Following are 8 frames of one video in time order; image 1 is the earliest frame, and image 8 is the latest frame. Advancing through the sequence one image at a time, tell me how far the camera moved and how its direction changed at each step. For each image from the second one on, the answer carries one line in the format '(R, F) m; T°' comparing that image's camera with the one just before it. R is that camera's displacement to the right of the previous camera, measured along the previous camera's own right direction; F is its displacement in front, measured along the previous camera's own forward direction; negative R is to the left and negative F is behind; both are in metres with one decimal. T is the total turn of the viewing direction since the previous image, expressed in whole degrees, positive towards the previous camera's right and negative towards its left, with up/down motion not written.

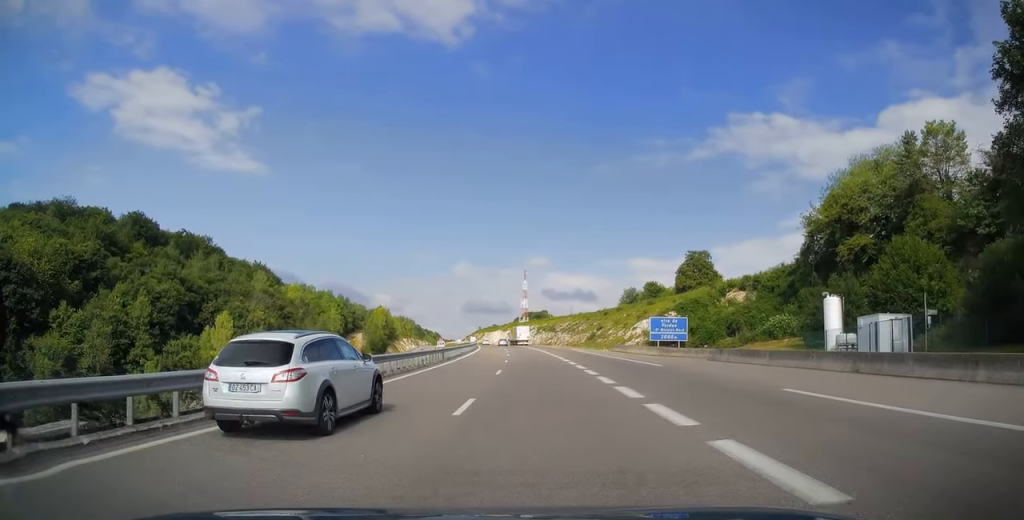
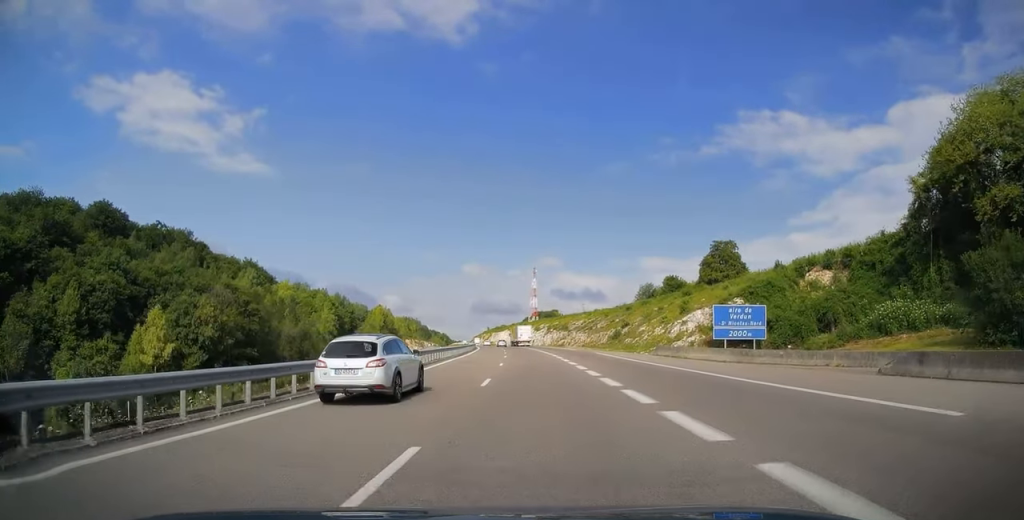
(-0.2, +19.8) m; -1°
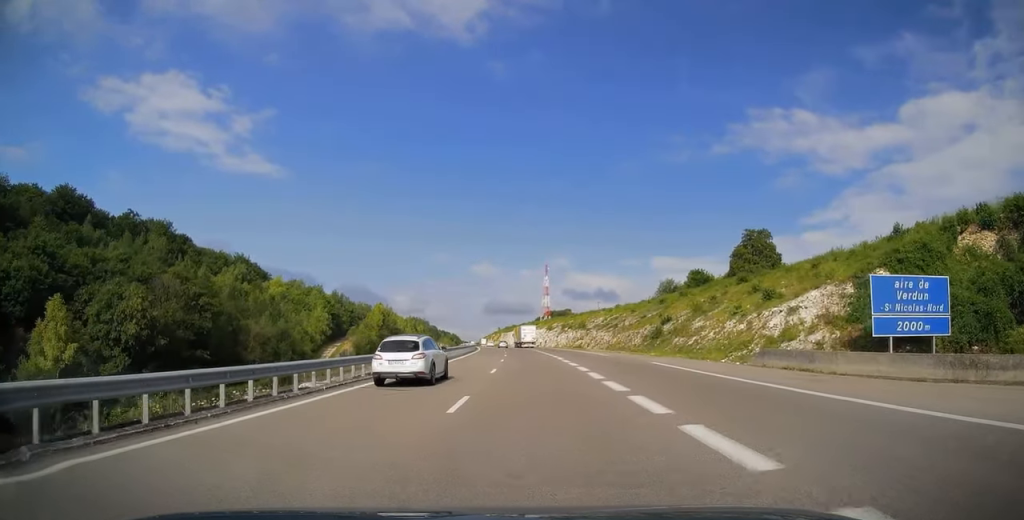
(-0.2, +19.8) m; -1°
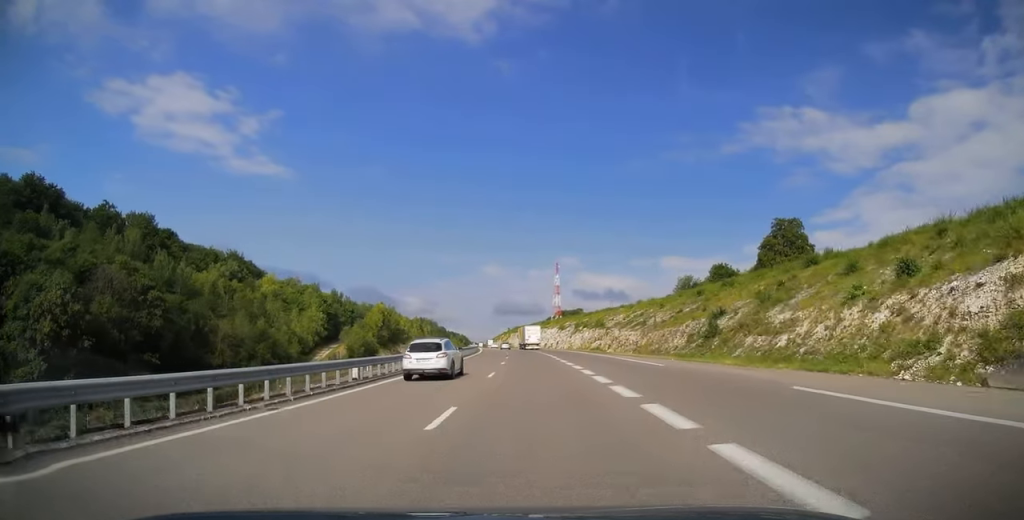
(-0.2, +15.3) m; 0°
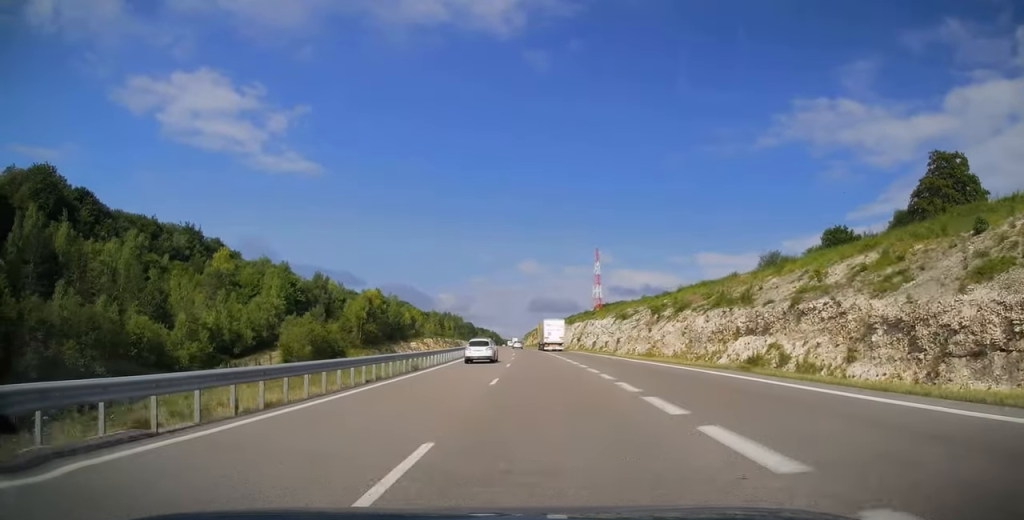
(-1.0, +57.6) m; -3°
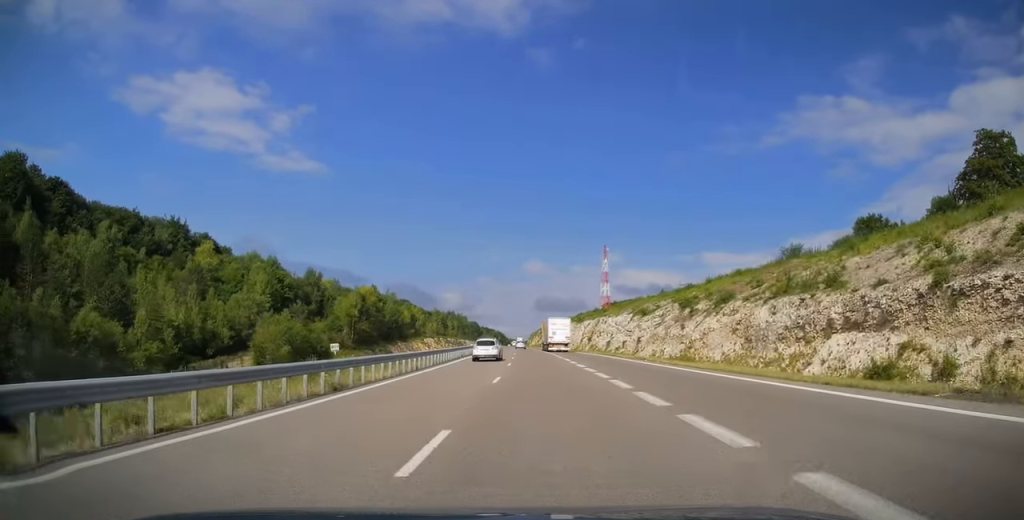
(0.0, +12.3) m; -1°
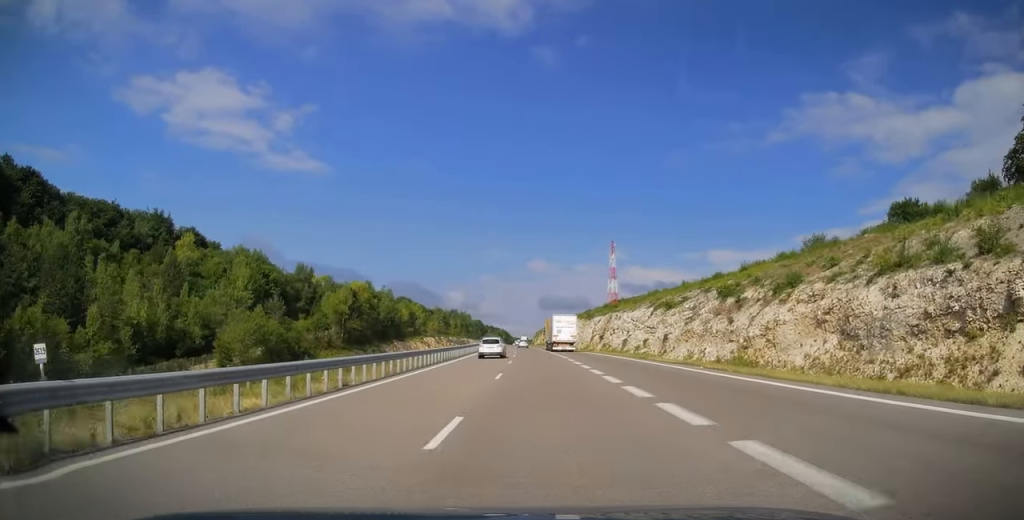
(-0.1, +11.9) m; 0°
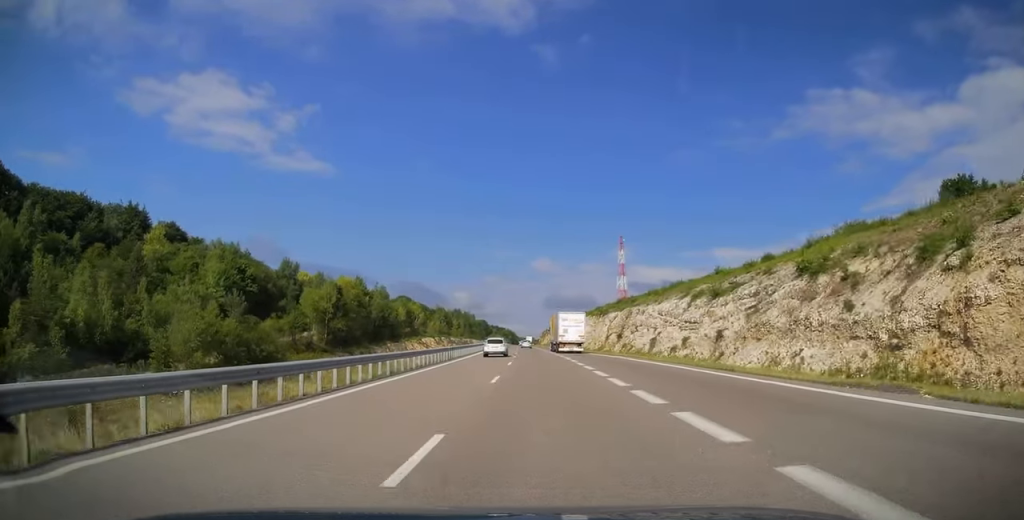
(-0.1, +15.3) m; 0°
